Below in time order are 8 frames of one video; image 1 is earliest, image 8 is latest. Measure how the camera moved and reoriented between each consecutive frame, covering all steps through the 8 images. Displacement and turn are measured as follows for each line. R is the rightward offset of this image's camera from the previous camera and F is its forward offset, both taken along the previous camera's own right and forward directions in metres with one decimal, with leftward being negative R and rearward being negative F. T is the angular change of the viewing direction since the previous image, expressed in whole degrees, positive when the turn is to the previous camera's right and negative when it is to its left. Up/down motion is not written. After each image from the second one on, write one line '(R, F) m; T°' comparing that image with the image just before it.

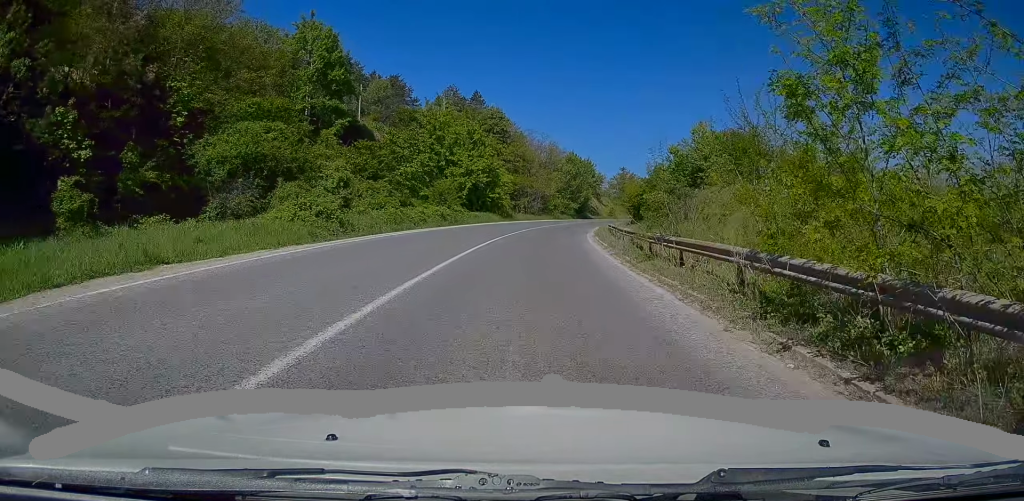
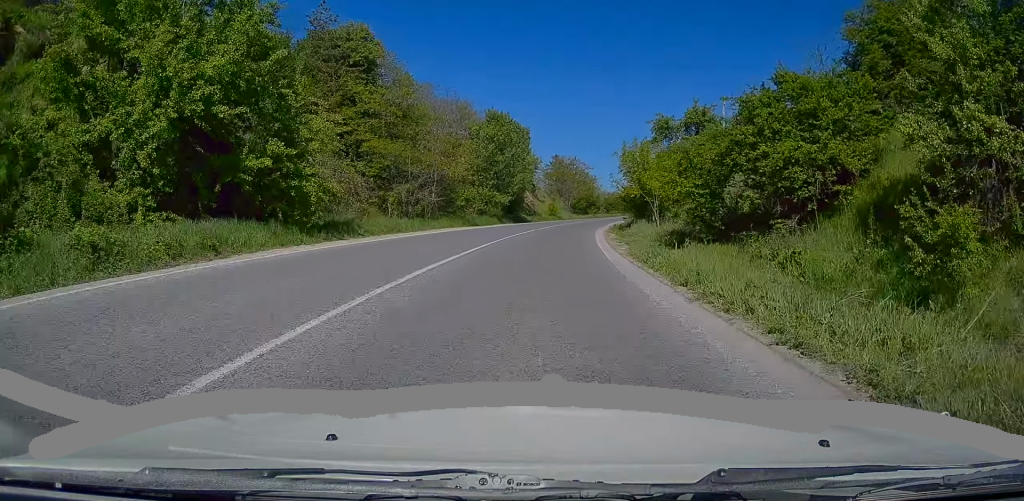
(+2.3, +40.1) m; +6°
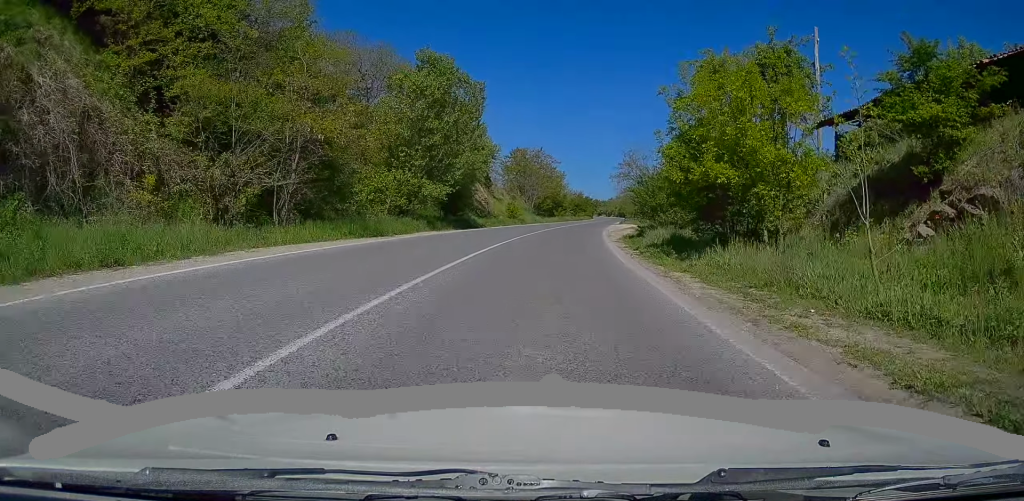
(+0.5, +19.3) m; +3°
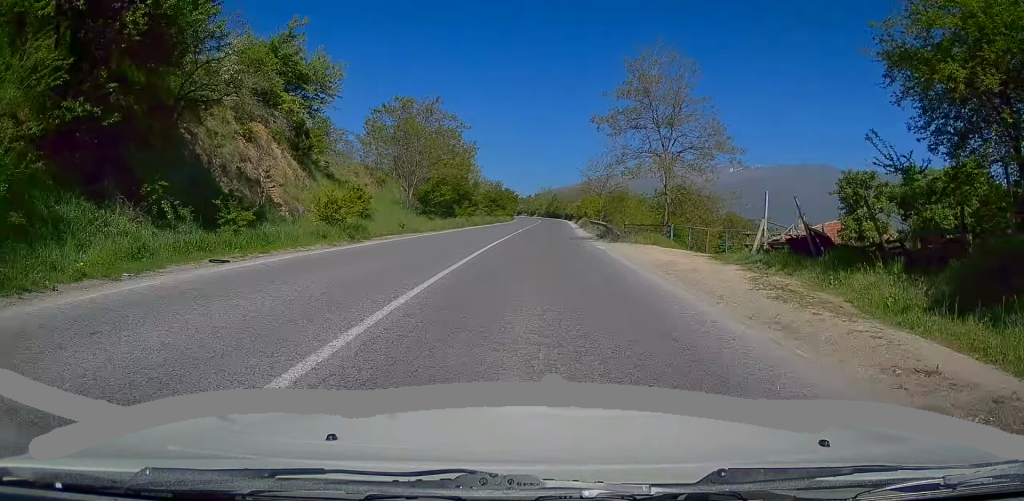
(+2.5, +40.0) m; +7°
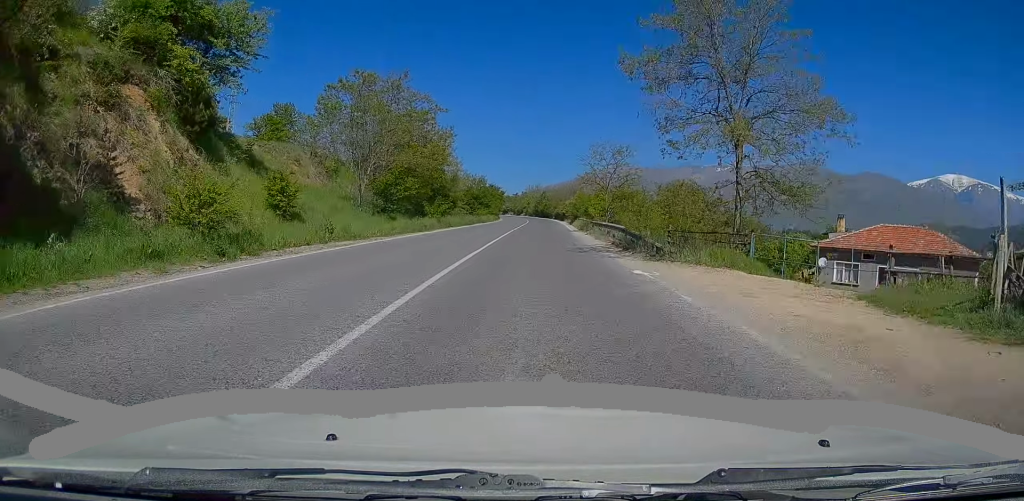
(0.0, +9.6) m; +2°
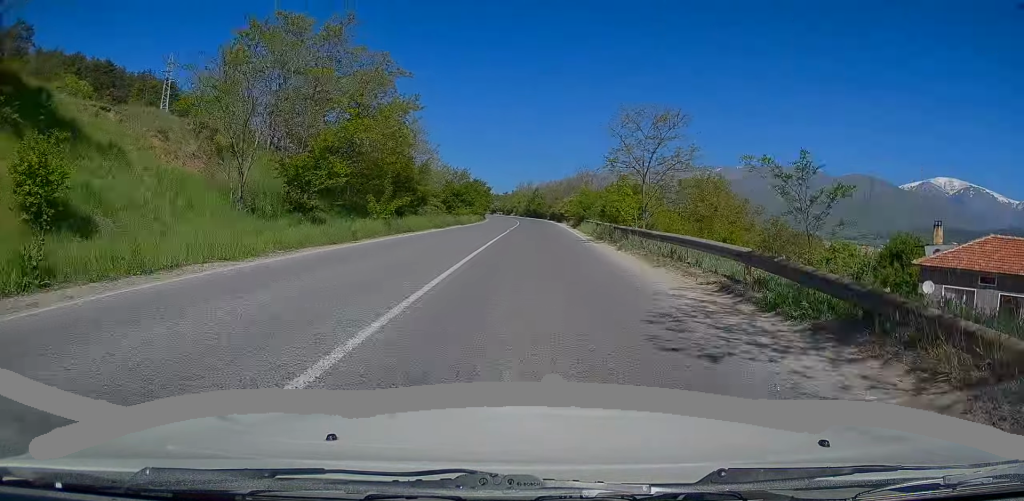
(+0.5, +13.3) m; +2°
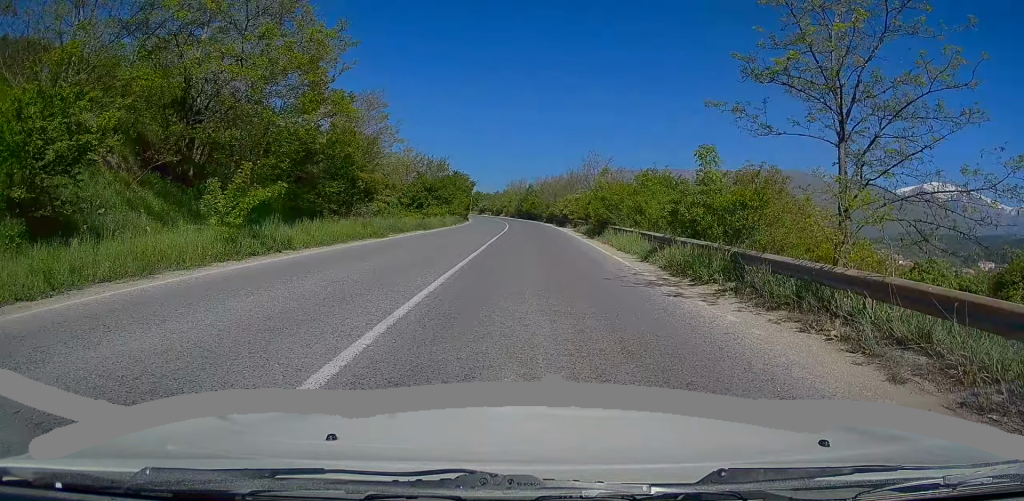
(+0.3, +14.8) m; +1°
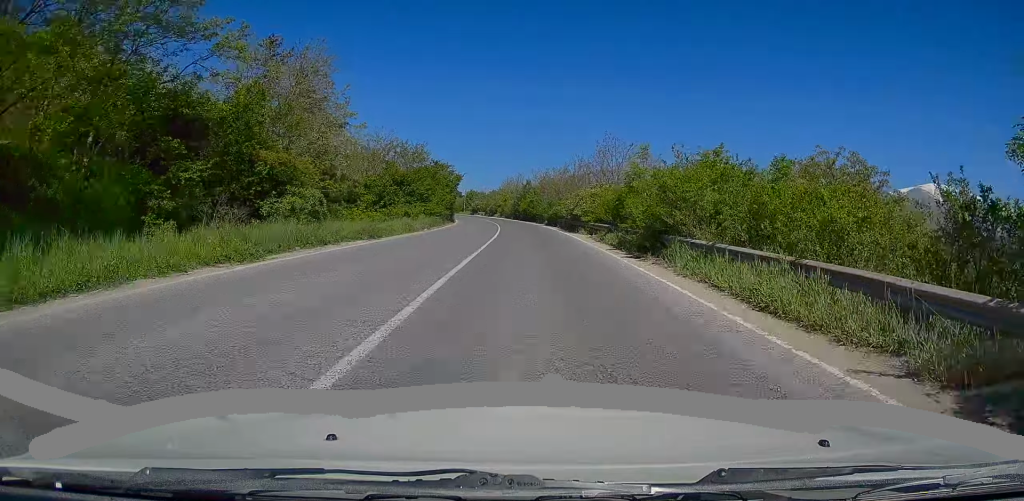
(0.0, +11.9) m; +1°
